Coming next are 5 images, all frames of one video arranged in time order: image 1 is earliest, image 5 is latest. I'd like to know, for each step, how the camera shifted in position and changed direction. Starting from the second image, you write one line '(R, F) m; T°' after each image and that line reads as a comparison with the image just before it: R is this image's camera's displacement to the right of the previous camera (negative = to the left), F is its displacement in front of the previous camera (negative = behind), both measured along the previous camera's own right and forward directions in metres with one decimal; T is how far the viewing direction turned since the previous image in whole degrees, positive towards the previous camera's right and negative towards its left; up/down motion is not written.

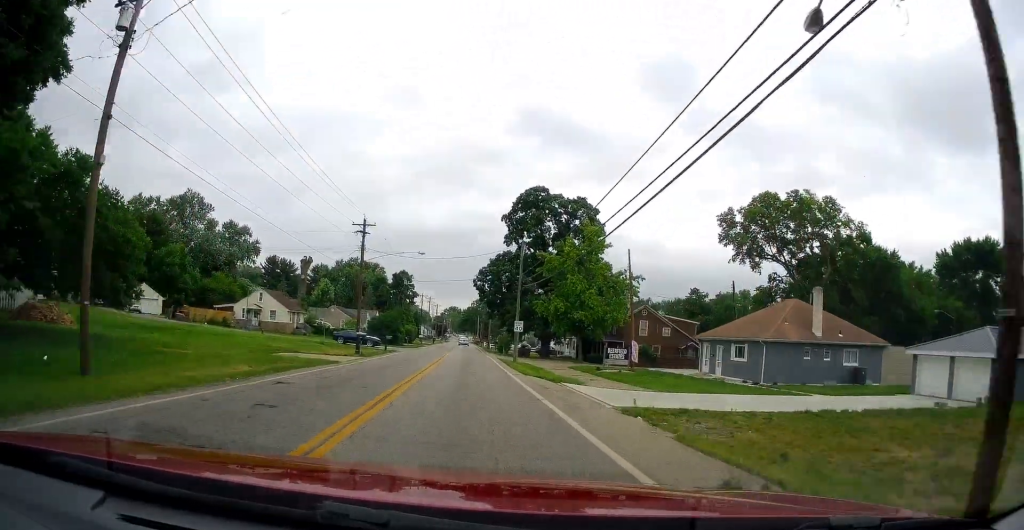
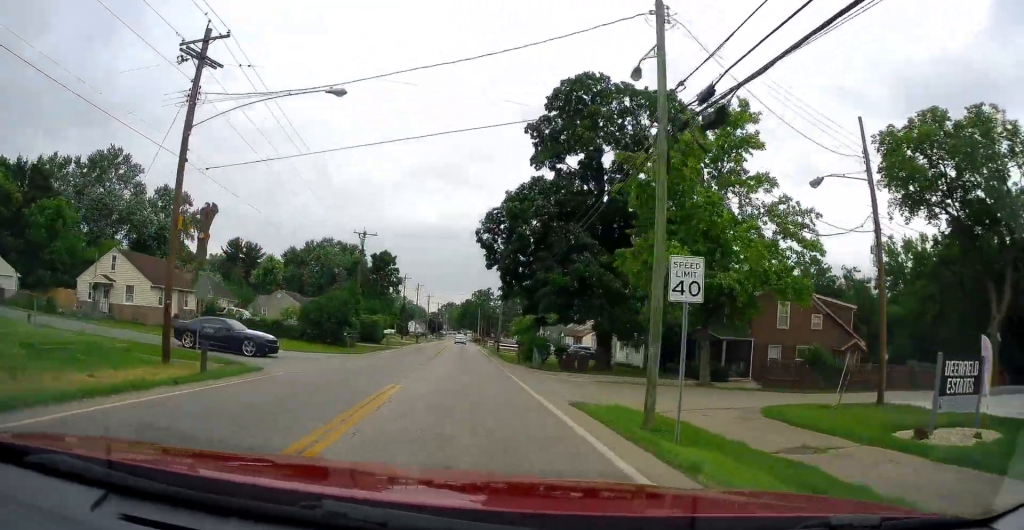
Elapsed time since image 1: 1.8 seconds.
(-0.9, +32.1) m; +1°
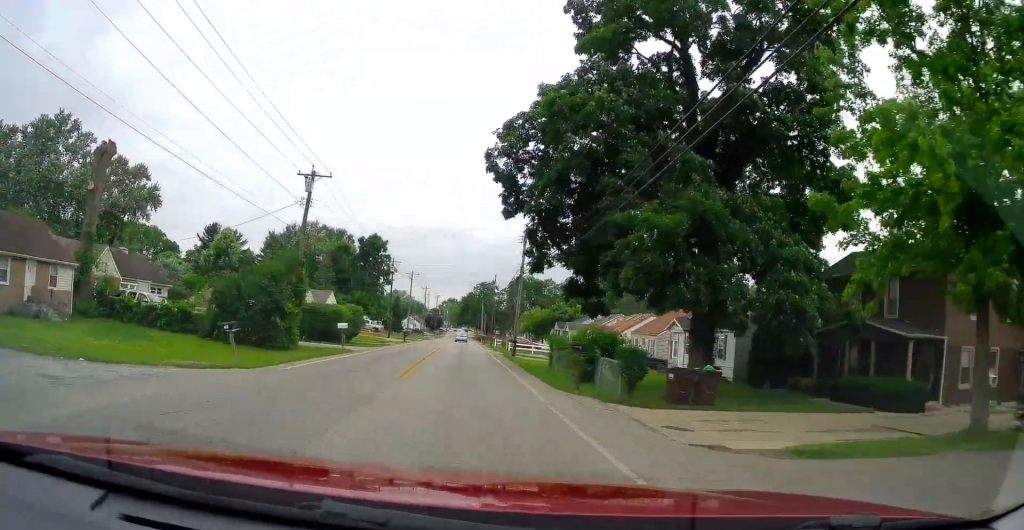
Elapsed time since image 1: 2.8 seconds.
(+0.6, +17.3) m; +2°
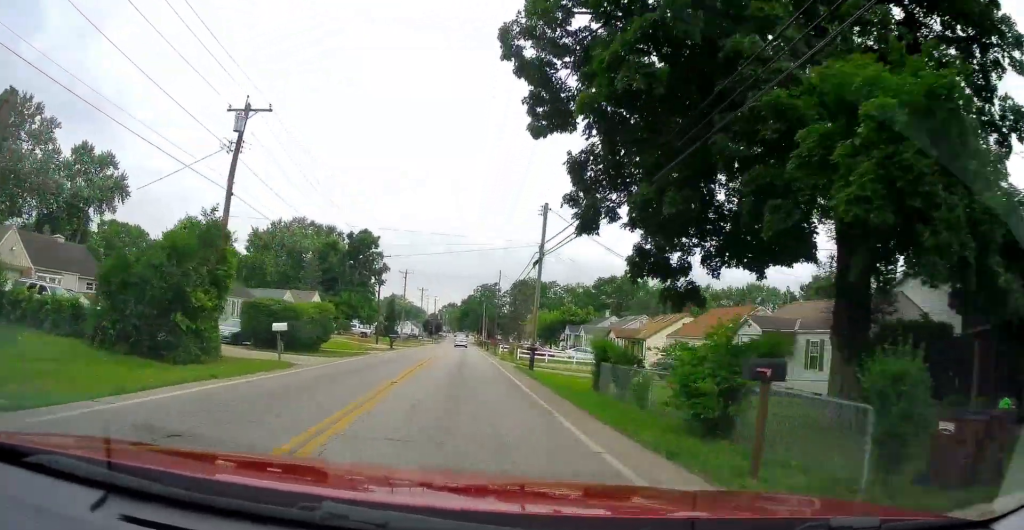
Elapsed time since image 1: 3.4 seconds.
(+0.2, +10.3) m; 0°
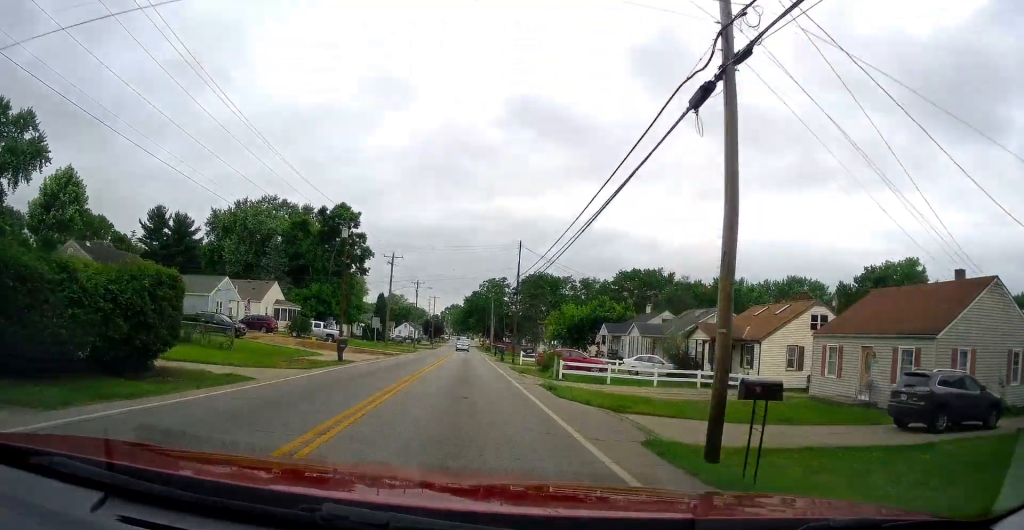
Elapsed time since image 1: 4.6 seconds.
(-0.6, +20.9) m; -2°
